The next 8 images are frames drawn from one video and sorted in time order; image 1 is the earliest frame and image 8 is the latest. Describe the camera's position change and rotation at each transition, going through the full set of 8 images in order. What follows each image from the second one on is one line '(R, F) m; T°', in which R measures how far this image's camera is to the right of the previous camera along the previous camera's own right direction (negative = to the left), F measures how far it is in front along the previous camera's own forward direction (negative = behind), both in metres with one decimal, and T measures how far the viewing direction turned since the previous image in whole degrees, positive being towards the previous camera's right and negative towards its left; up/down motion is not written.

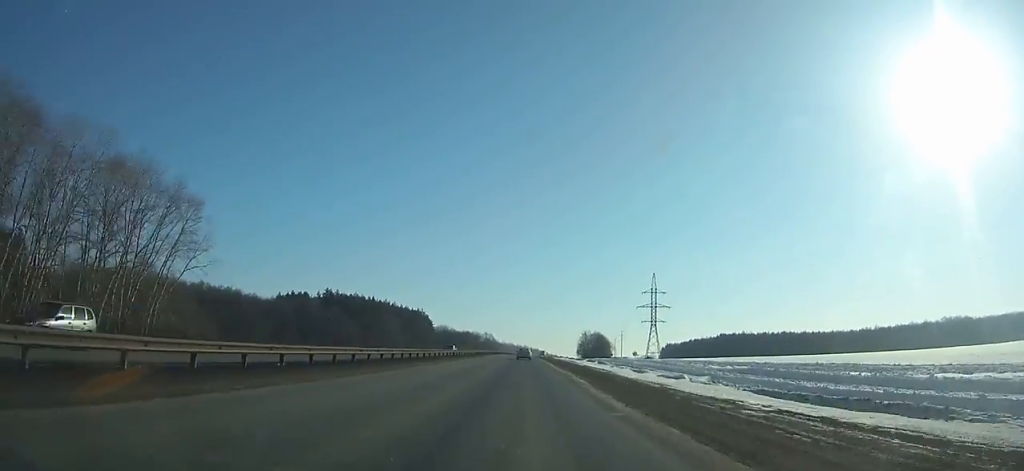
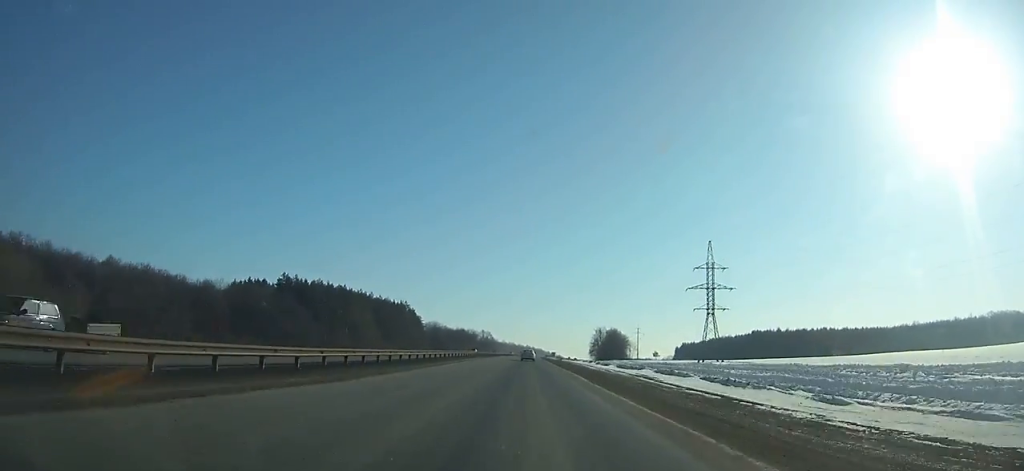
(-0.1, +50.0) m; 0°
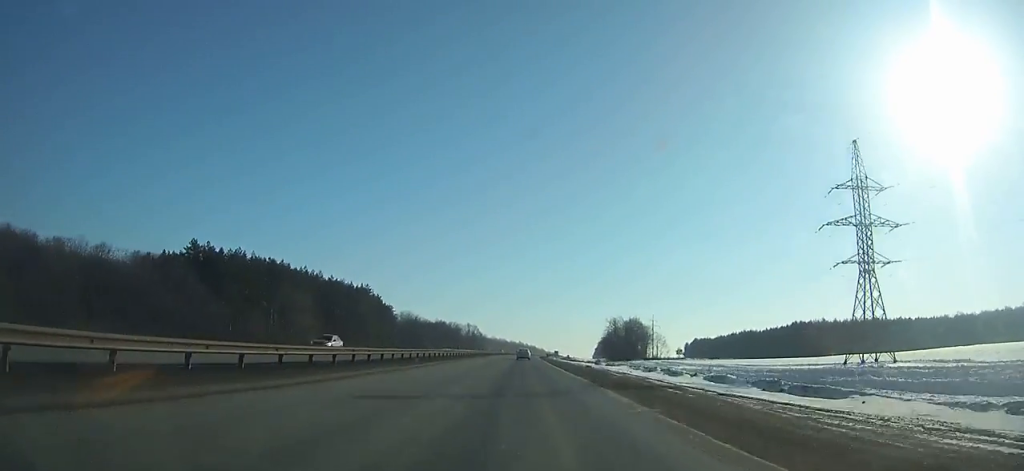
(+0.3, +57.9) m; 0°
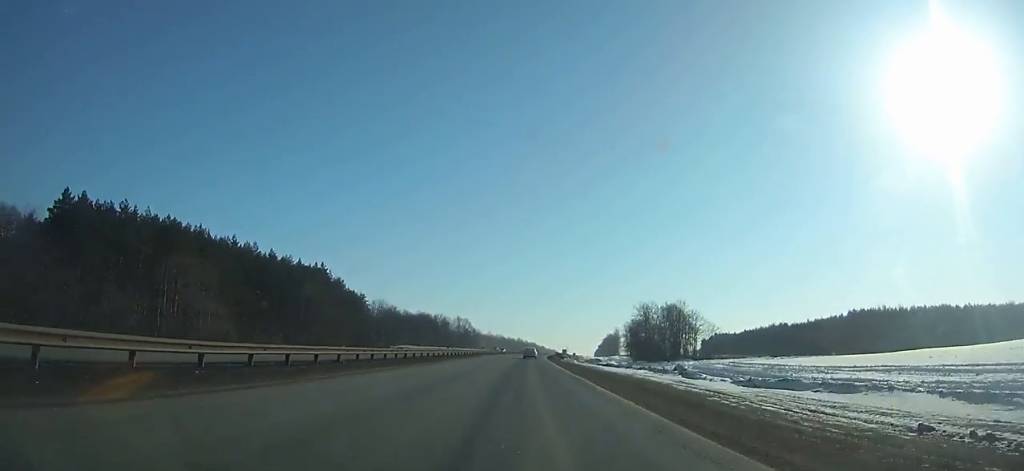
(+0.2, +49.8) m; +1°
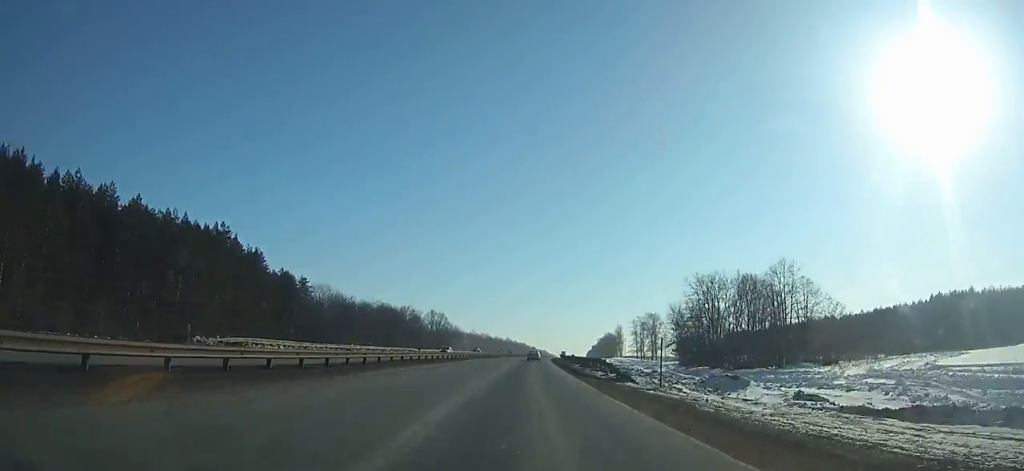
(-0.1, +54.9) m; +1°
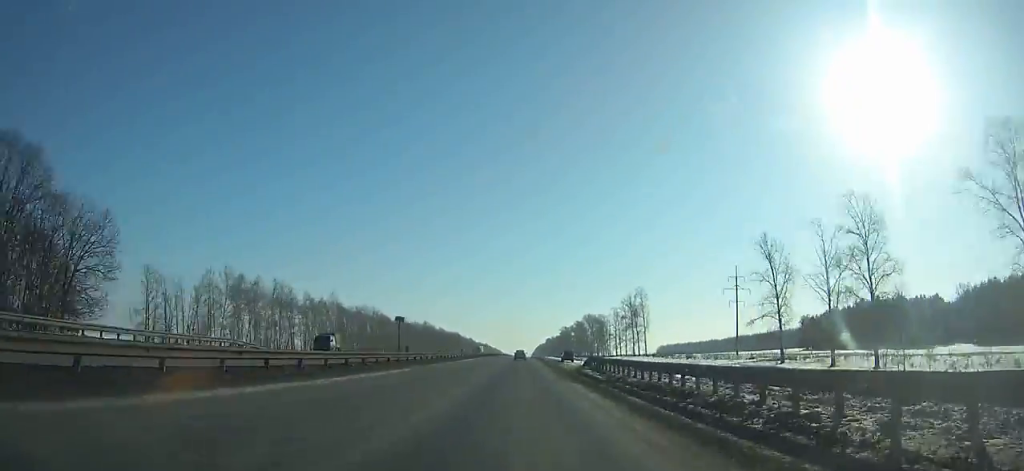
(+8.4, +196.1) m; +4°
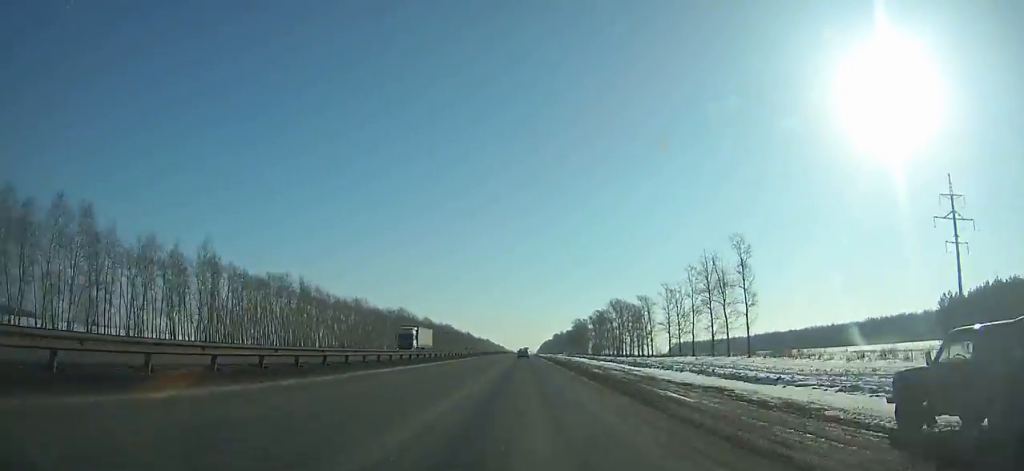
(+0.6, +80.5) m; +1°
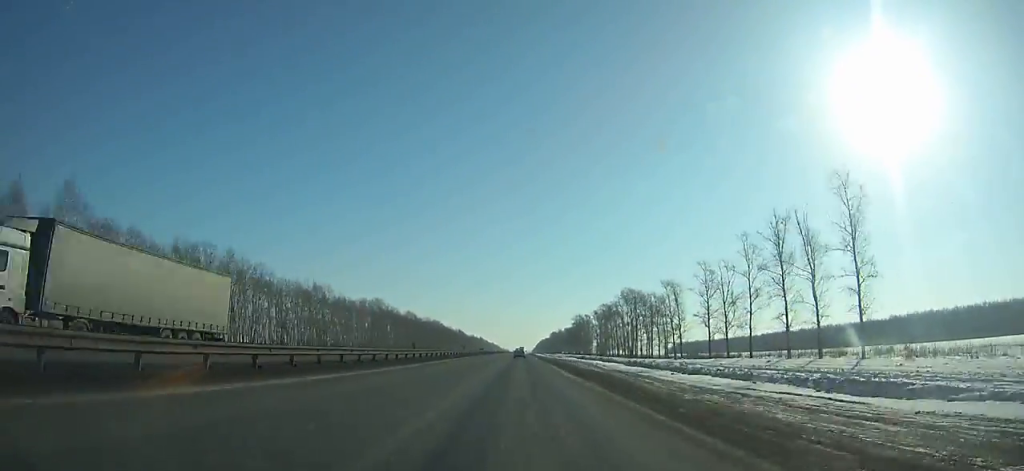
(0.0, +36.6) m; 0°
